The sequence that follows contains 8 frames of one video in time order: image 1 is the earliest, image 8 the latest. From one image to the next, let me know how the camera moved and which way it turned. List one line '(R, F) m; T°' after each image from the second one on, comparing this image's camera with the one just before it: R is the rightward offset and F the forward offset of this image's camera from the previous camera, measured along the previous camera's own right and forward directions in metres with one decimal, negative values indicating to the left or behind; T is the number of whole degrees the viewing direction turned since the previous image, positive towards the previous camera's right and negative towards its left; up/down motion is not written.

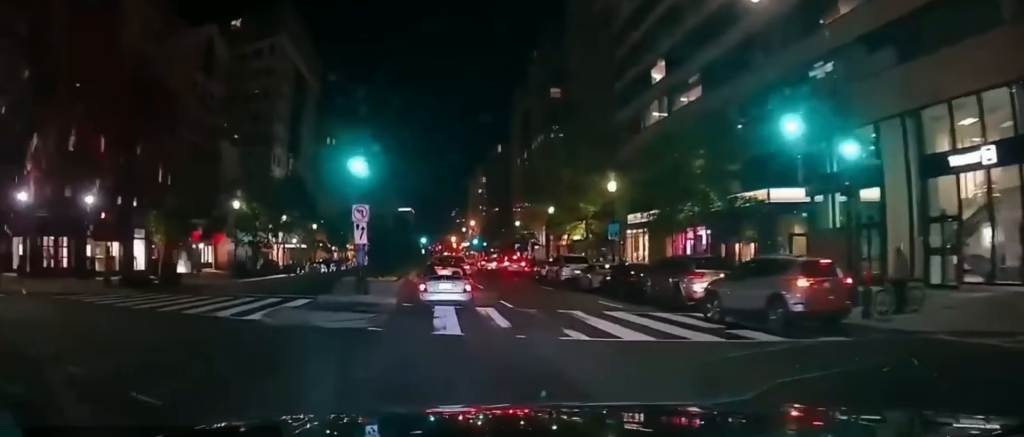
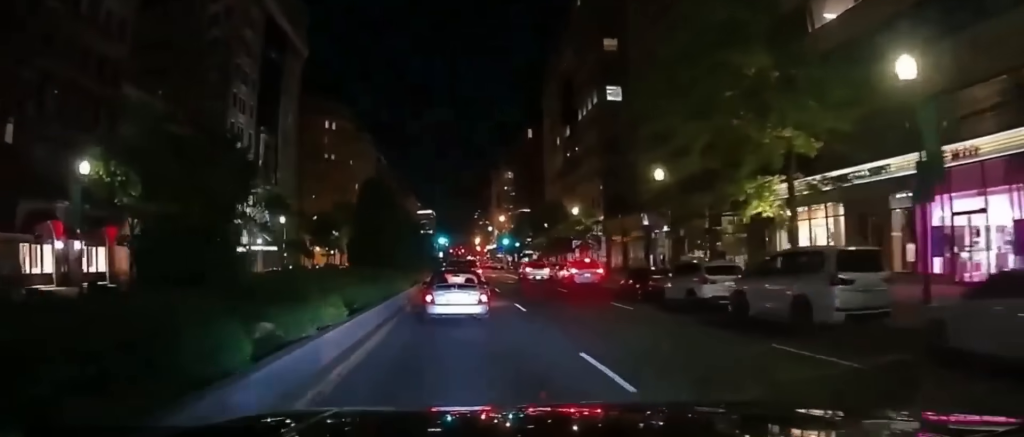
(-0.1, +15.4) m; 0°
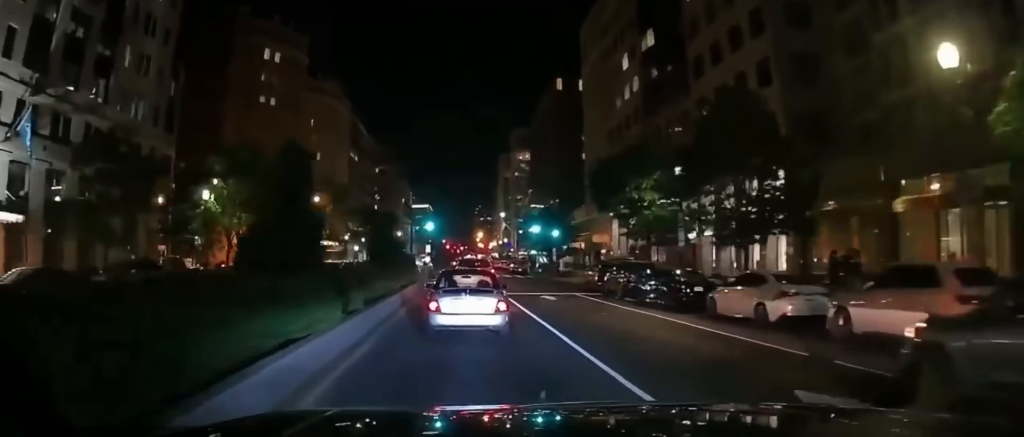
(+0.2, +24.2) m; +1°
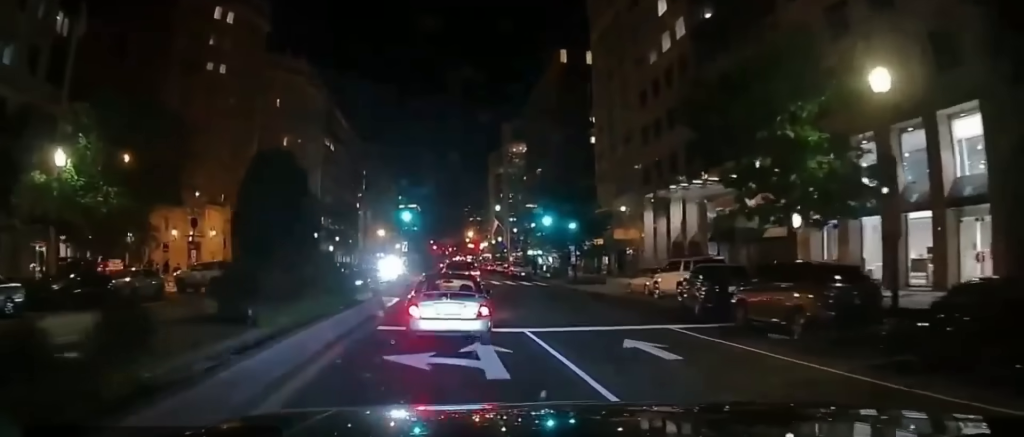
(+0.2, +13.7) m; +1°
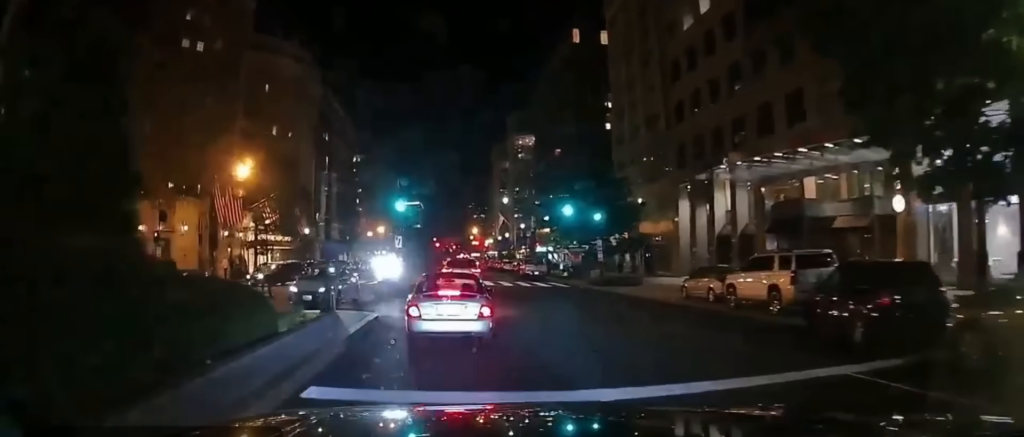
(0.0, +10.5) m; -2°
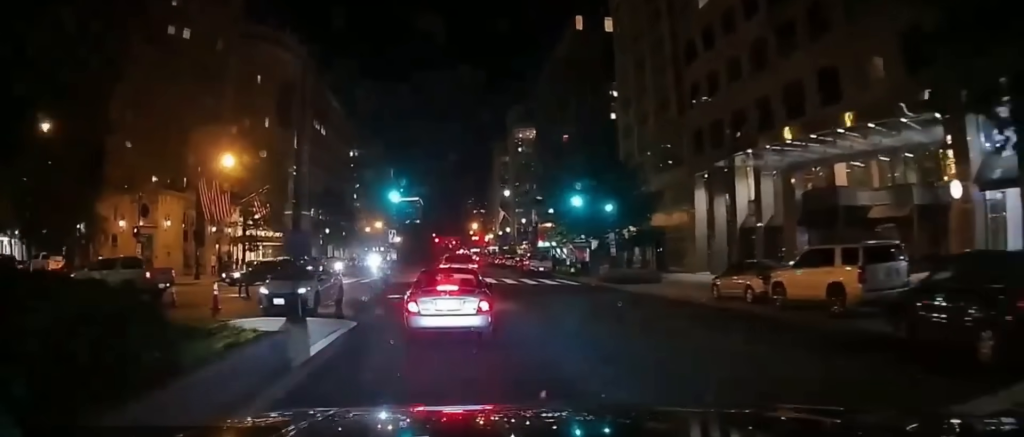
(0.0, +3.9) m; -1°
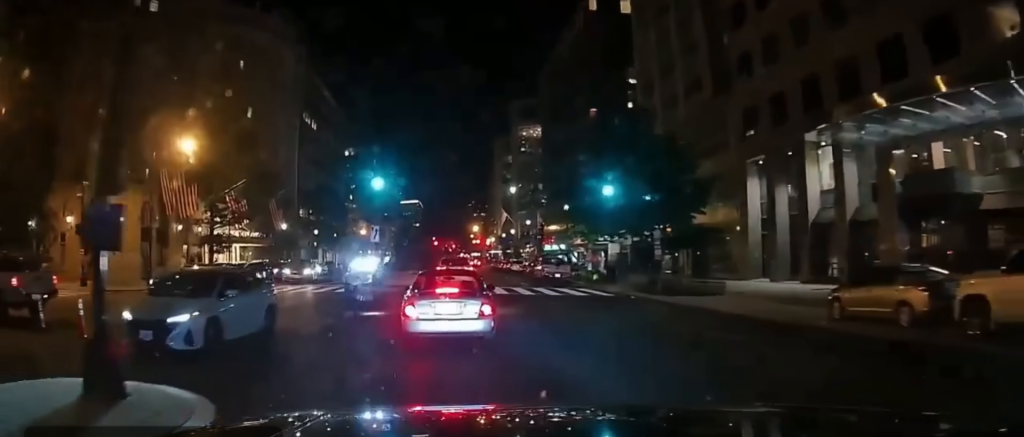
(-0.2, +7.8) m; -1°
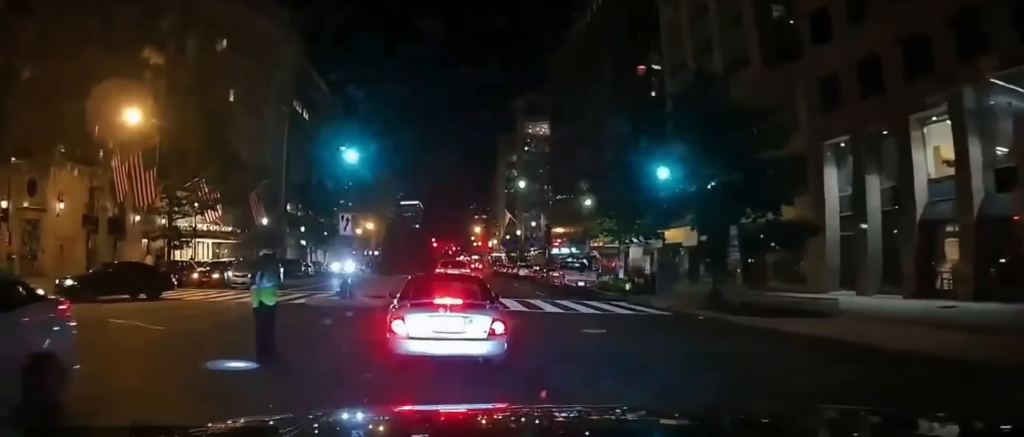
(-0.2, +7.7) m; -1°
